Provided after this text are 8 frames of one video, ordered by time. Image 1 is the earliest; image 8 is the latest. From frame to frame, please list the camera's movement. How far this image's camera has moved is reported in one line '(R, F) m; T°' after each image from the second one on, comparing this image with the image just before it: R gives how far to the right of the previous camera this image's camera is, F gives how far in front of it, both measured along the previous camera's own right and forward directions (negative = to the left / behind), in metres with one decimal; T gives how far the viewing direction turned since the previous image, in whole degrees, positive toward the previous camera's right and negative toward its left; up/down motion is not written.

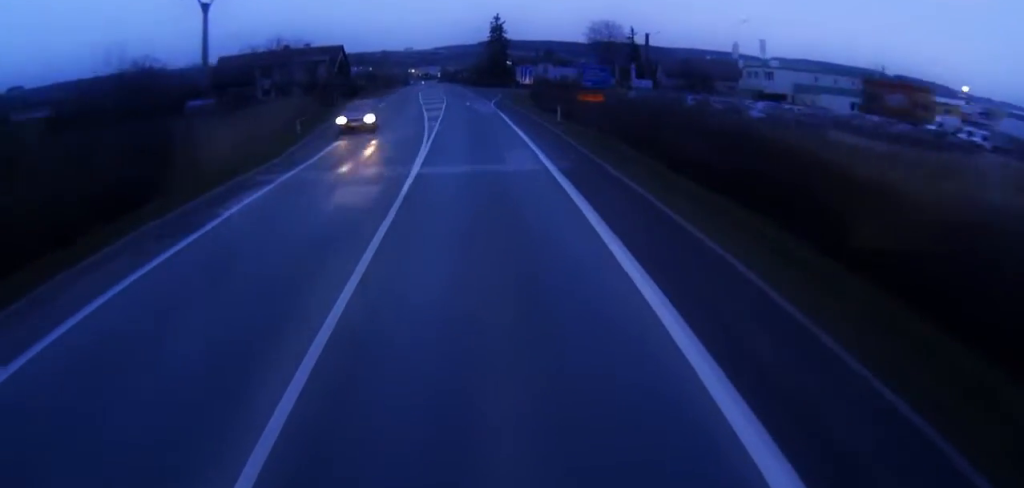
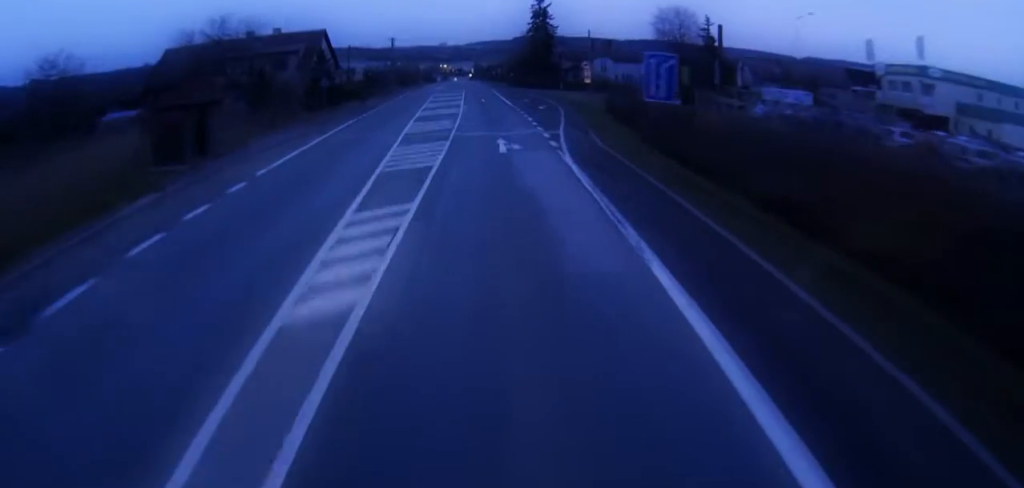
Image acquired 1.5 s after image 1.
(-0.1, +37.3) m; 0°
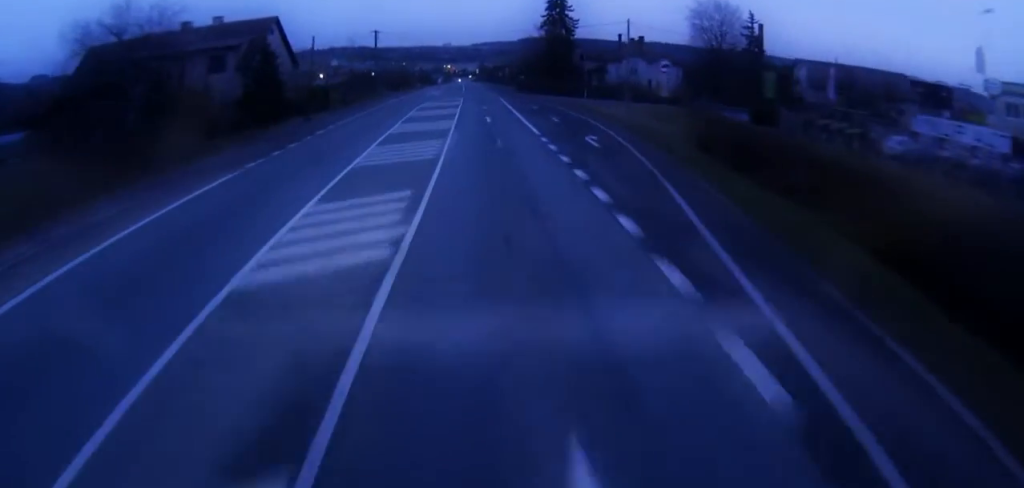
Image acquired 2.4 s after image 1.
(-0.1, +23.1) m; -2°
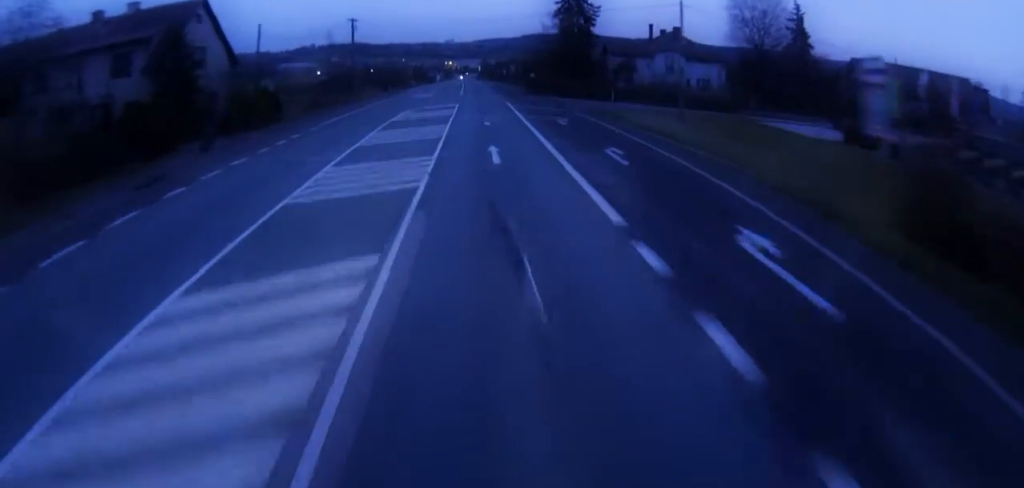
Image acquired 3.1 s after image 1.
(-0.4, +18.8) m; -2°
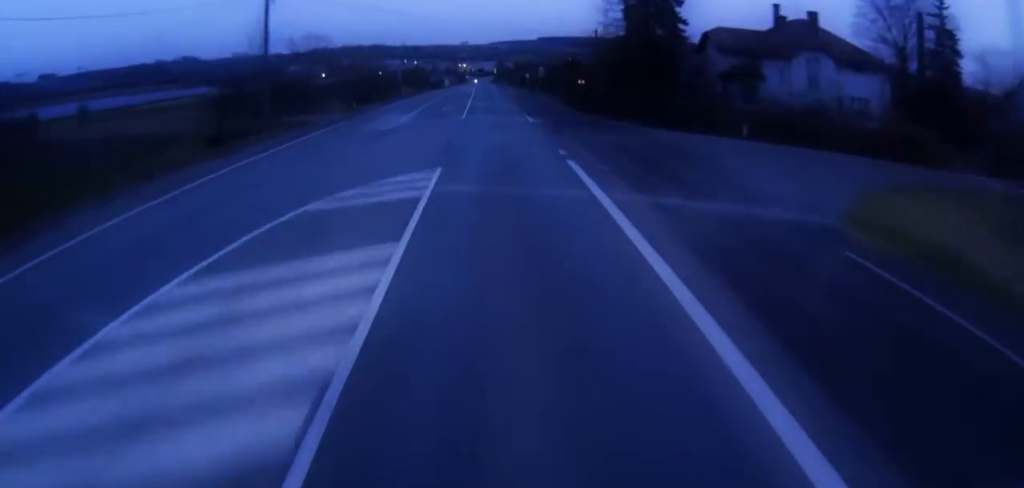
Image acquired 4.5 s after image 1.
(-1.0, +36.4) m; -2°
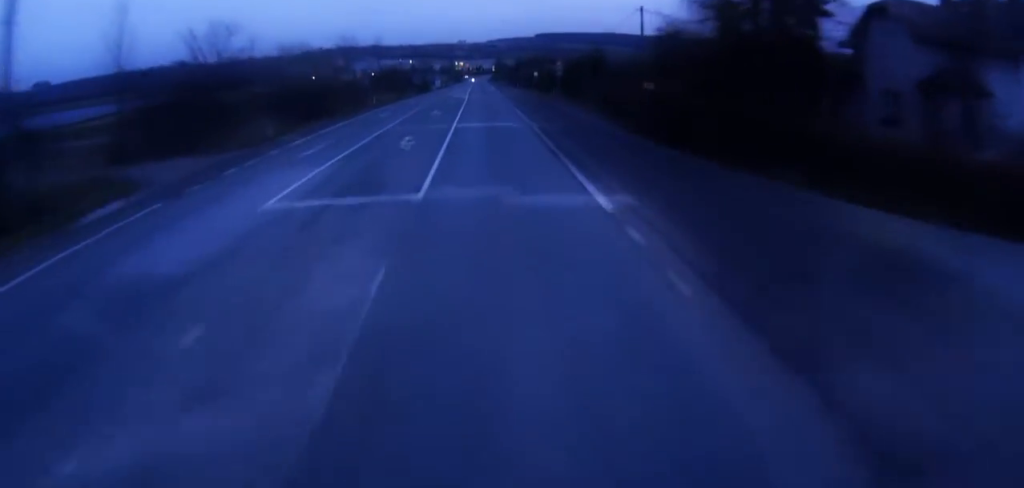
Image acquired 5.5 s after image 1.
(+0.3, +25.1) m; 0°
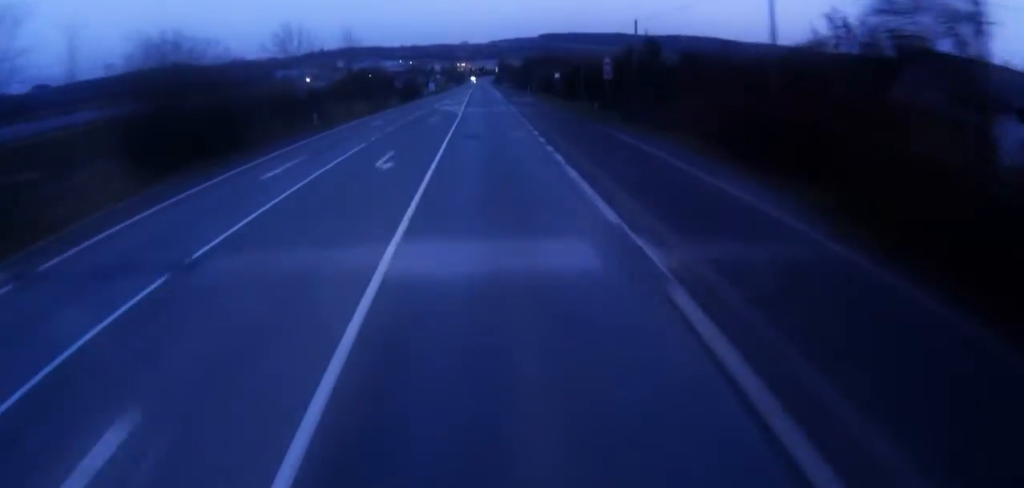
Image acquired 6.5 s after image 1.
(-0.2, +25.2) m; 0°
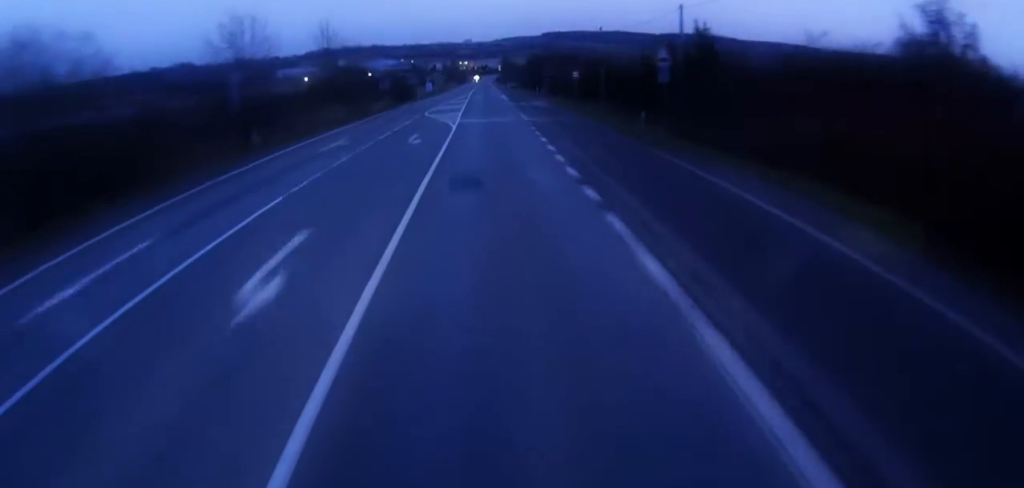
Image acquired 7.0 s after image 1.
(+0.1, +12.8) m; 0°
